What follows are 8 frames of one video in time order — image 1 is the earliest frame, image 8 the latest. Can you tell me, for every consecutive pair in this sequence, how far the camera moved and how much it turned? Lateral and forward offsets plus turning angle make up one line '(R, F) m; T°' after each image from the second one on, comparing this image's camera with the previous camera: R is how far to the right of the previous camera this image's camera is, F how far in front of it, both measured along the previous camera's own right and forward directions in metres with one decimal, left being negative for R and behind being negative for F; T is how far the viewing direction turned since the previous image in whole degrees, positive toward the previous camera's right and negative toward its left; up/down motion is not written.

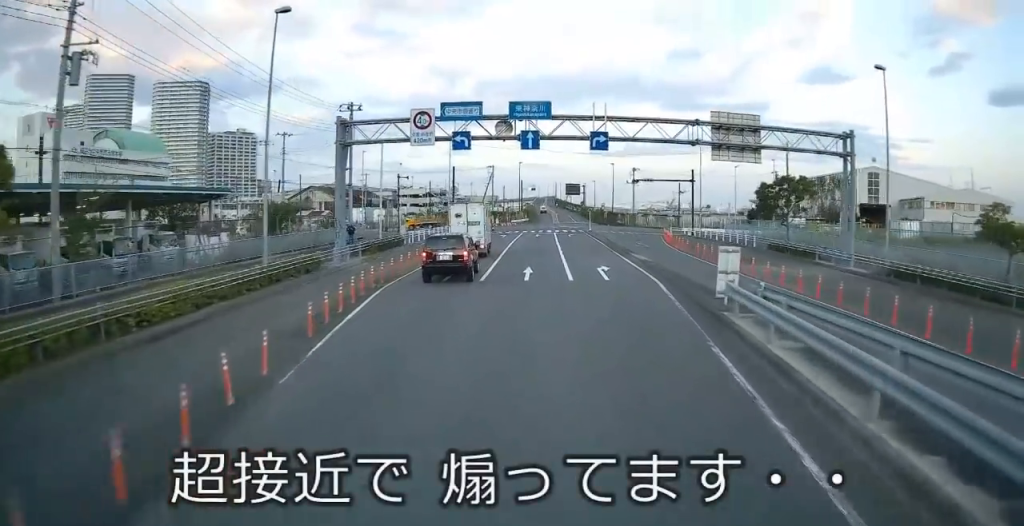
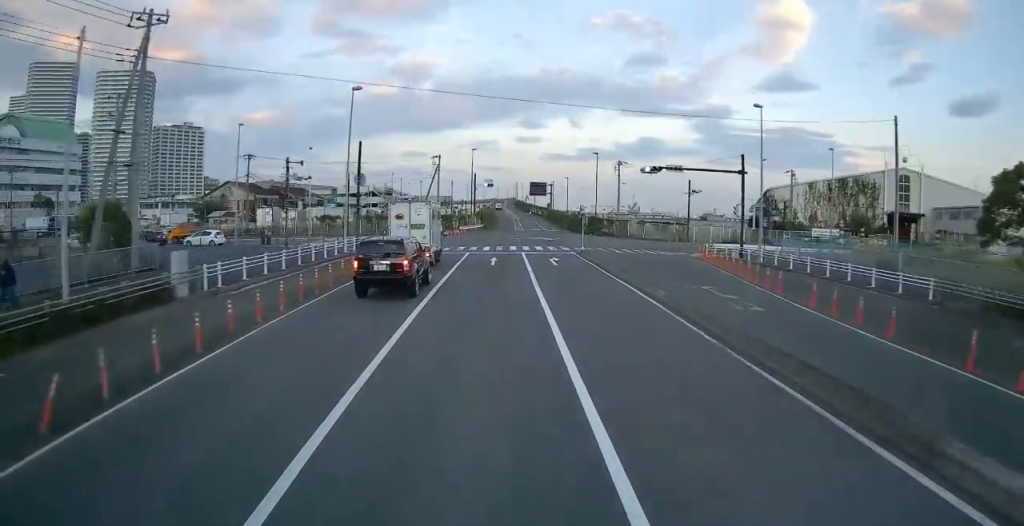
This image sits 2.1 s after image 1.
(+0.1, +23.6) m; +1°
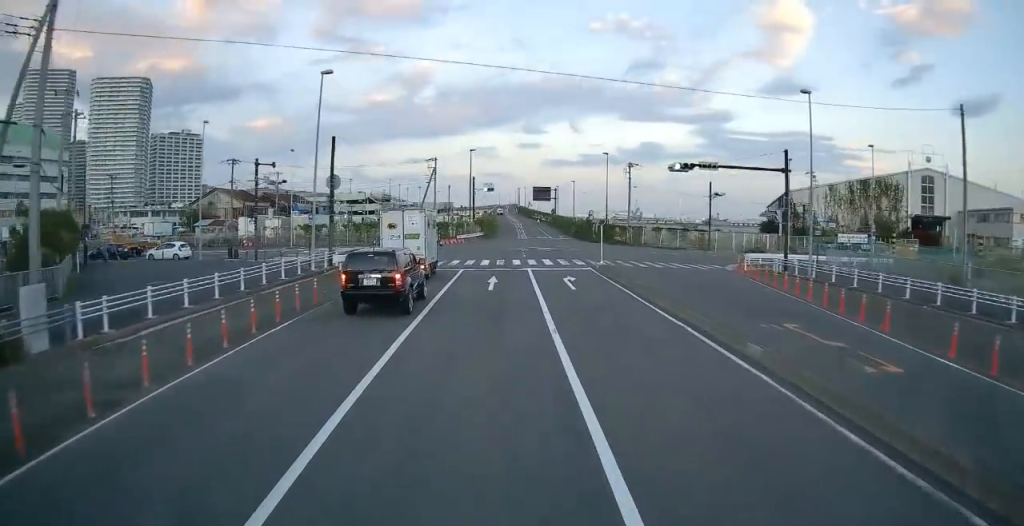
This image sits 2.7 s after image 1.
(+0.1, +6.1) m; 0°
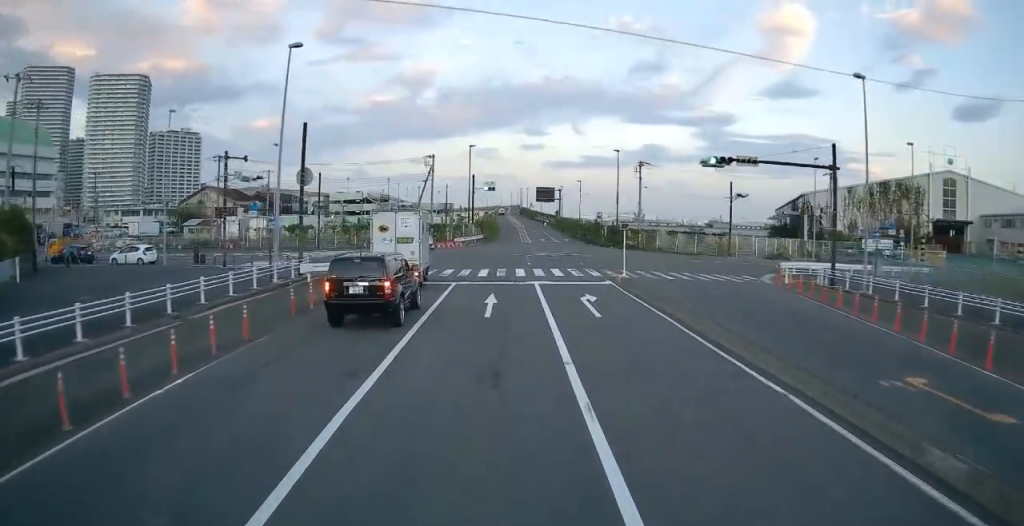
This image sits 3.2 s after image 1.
(+0.1, +5.0) m; 0°
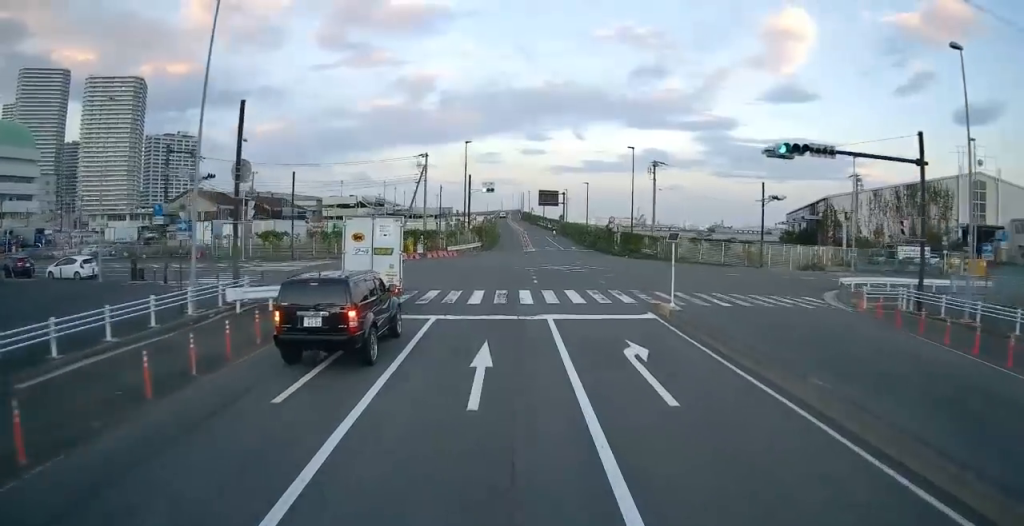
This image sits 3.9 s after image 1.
(0.0, +6.8) m; +1°
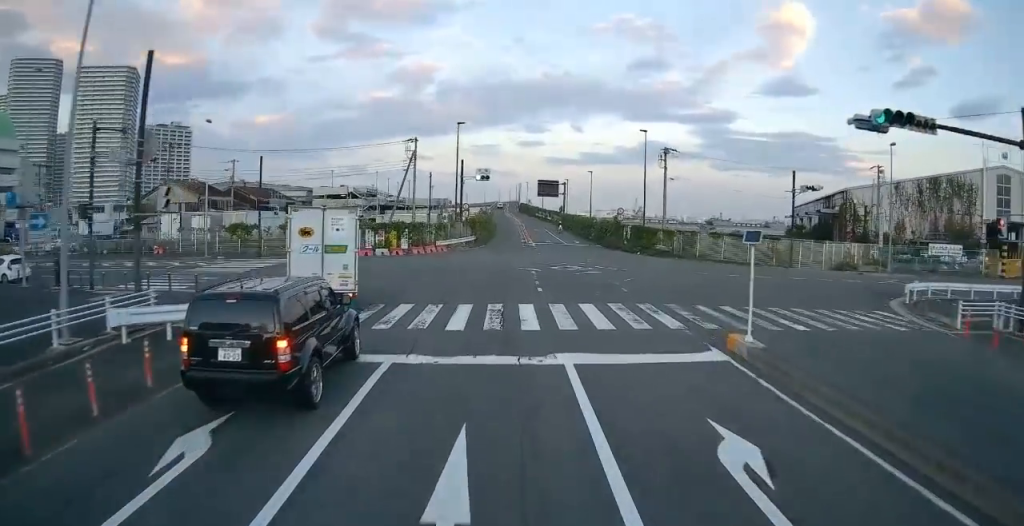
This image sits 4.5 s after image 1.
(0.0, +5.8) m; 0°
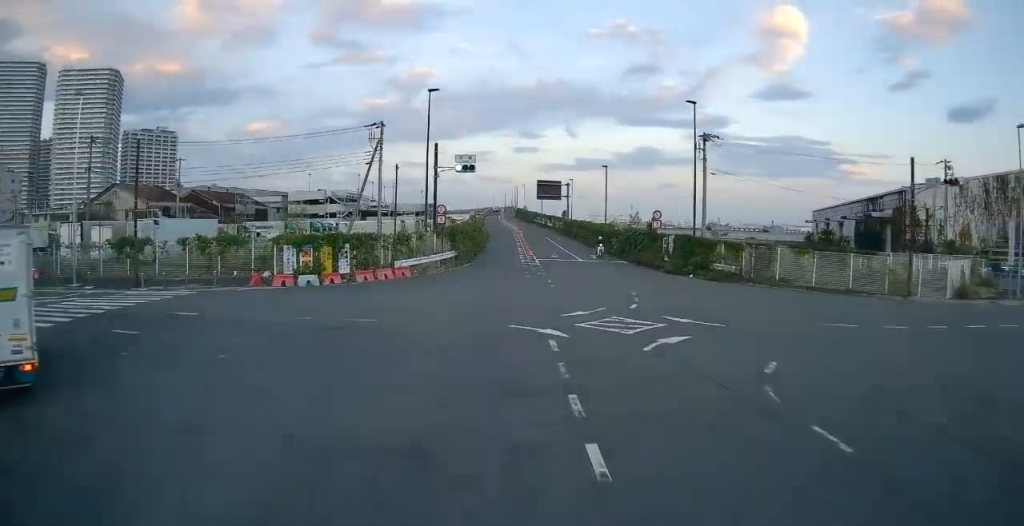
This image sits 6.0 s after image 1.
(0.0, +14.2) m; -1°
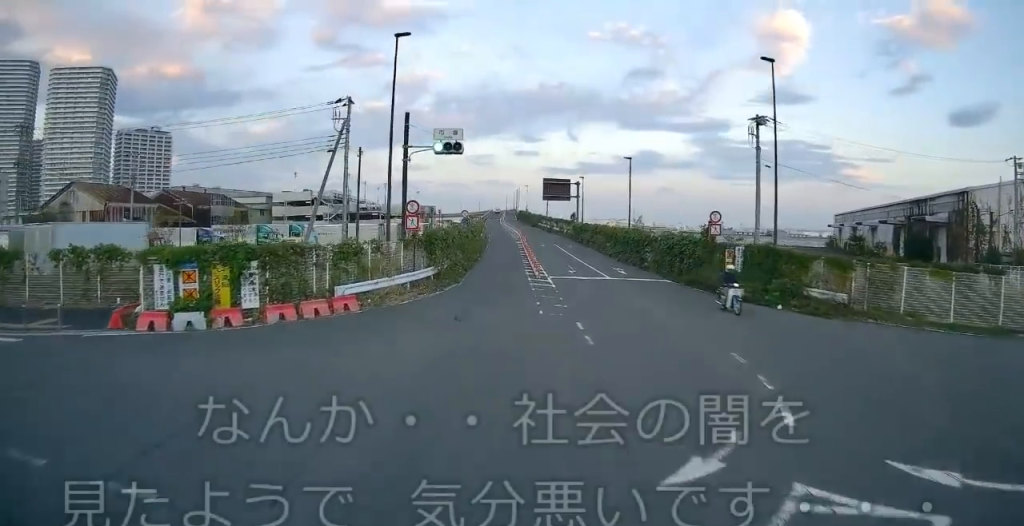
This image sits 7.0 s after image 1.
(0.0, +10.5) m; -1°
